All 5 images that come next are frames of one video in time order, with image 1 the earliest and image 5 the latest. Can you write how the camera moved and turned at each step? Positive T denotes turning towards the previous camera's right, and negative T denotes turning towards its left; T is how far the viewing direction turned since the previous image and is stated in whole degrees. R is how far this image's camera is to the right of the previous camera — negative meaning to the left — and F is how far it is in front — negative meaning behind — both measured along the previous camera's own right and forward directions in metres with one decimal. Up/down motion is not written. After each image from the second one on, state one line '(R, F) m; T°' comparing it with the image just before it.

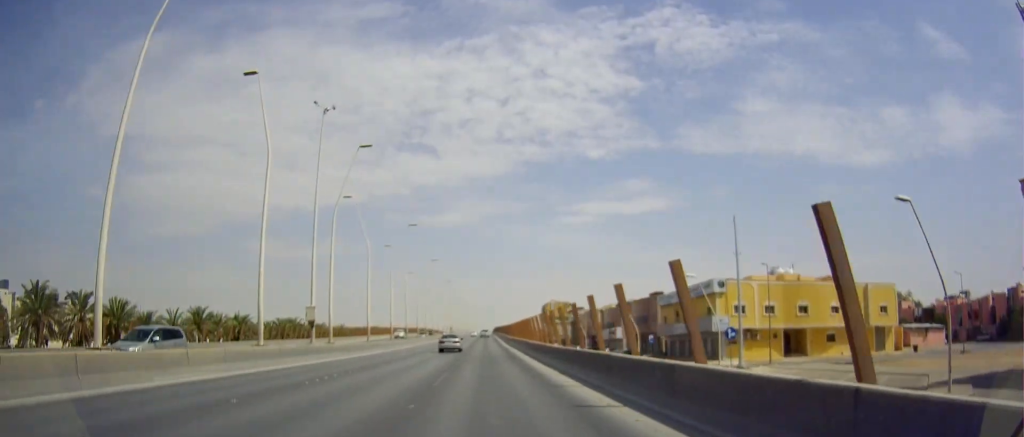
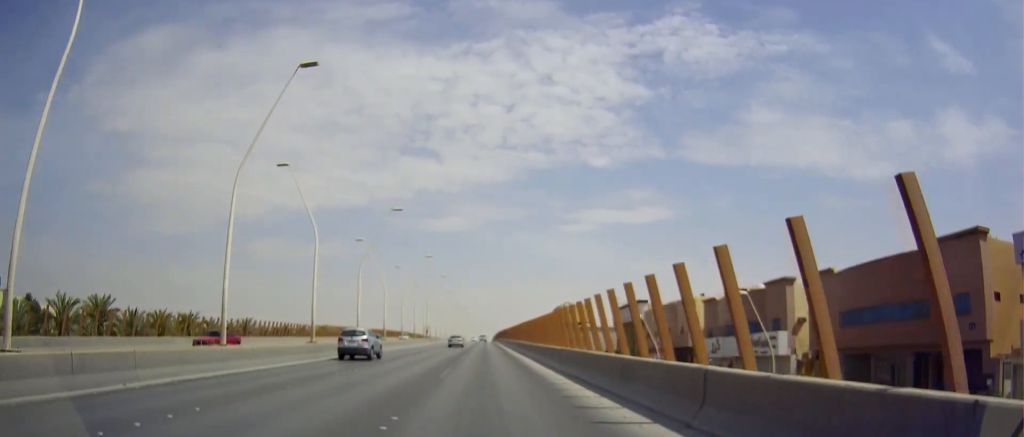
(+1.5, +66.0) m; +1°
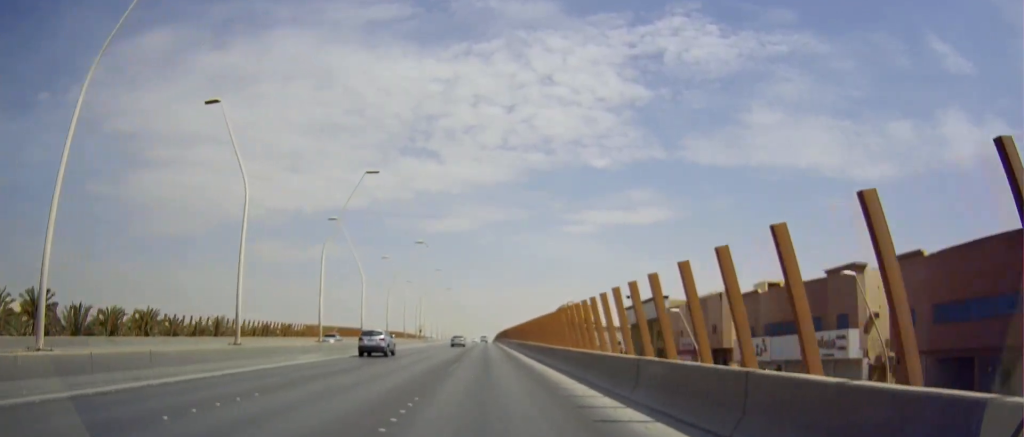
(-0.4, +11.4) m; 0°
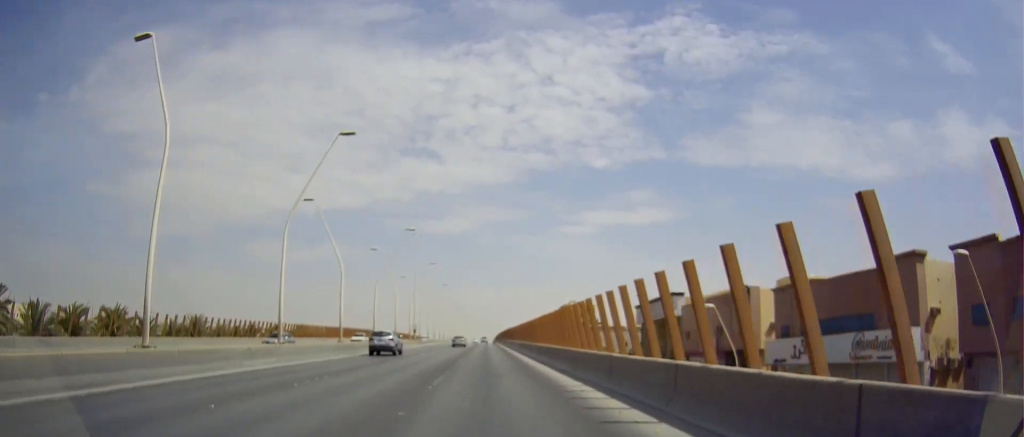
(0.0, +7.4) m; 0°
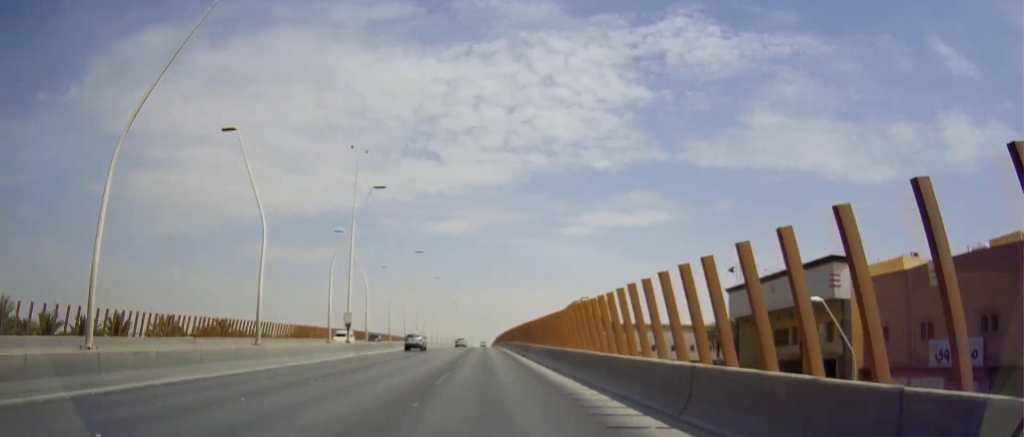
(+0.8, +41.1) m; +1°
